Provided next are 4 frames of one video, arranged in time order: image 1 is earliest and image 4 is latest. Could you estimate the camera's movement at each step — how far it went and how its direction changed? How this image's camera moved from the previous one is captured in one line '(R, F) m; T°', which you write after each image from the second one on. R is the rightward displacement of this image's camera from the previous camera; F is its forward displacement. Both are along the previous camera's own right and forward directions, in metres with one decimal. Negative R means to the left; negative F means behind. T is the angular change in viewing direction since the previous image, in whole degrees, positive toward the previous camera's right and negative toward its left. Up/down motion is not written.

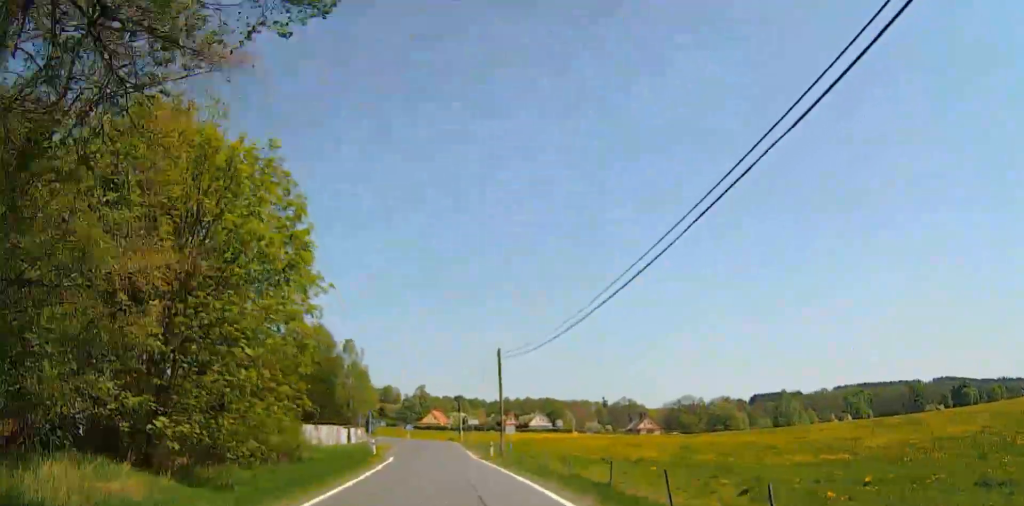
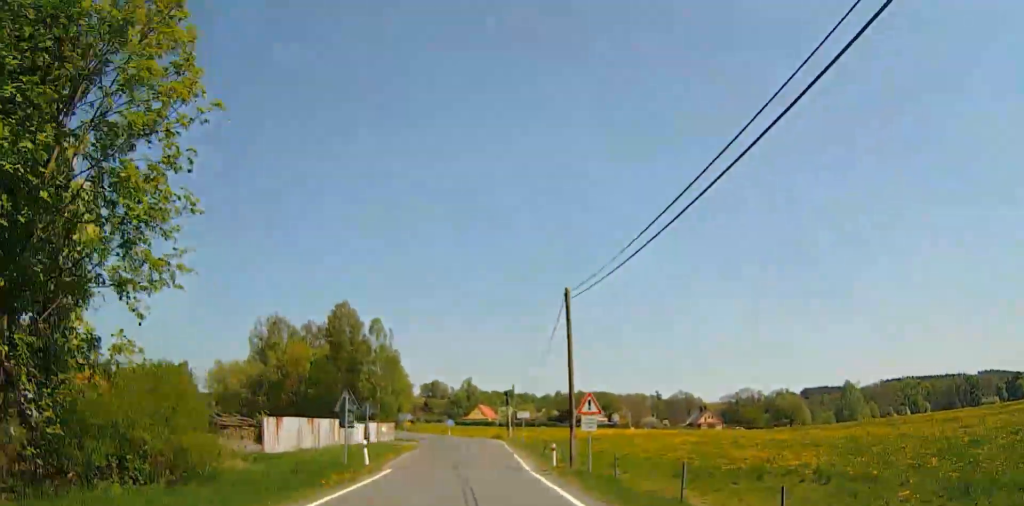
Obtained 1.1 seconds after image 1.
(-0.2, +14.8) m; -7°
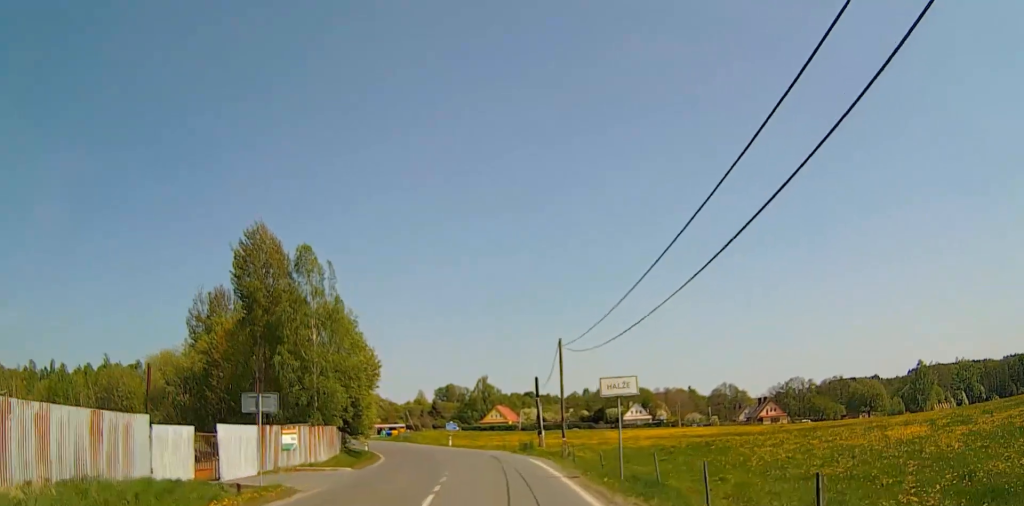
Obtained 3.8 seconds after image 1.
(-0.9, +35.7) m; -4°
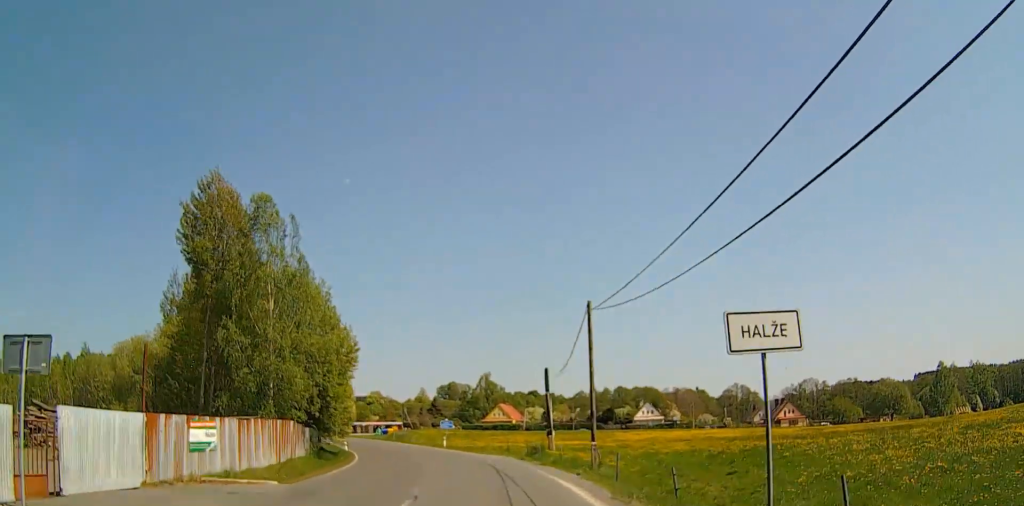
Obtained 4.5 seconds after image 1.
(-0.5, +10.0) m; -3°
